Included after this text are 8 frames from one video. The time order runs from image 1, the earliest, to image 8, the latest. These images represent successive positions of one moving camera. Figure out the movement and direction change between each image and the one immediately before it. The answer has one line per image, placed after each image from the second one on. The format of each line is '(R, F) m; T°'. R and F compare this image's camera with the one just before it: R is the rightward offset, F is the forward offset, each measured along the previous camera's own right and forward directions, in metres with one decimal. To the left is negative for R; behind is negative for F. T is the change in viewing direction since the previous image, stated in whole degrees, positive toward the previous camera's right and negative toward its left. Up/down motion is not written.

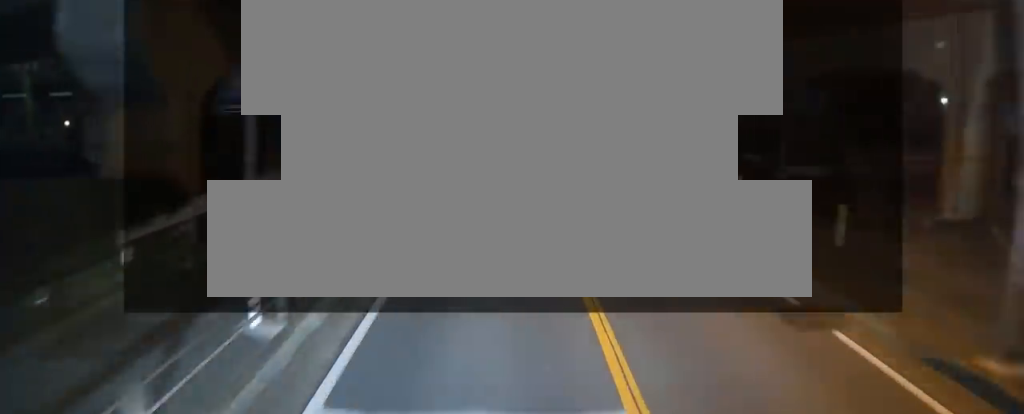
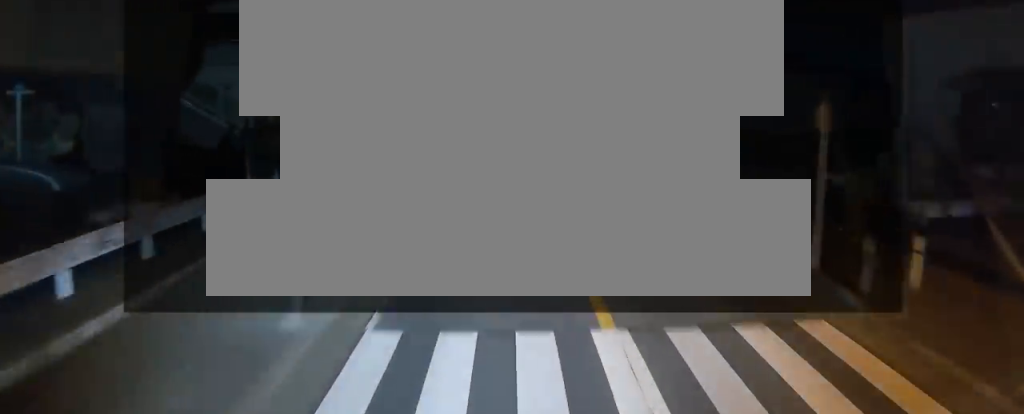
(0.0, +7.3) m; 0°
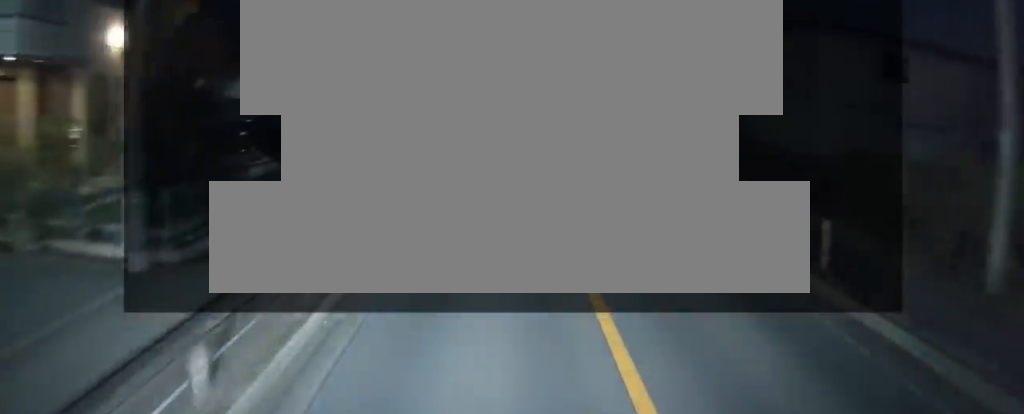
(-0.2, +14.0) m; +1°
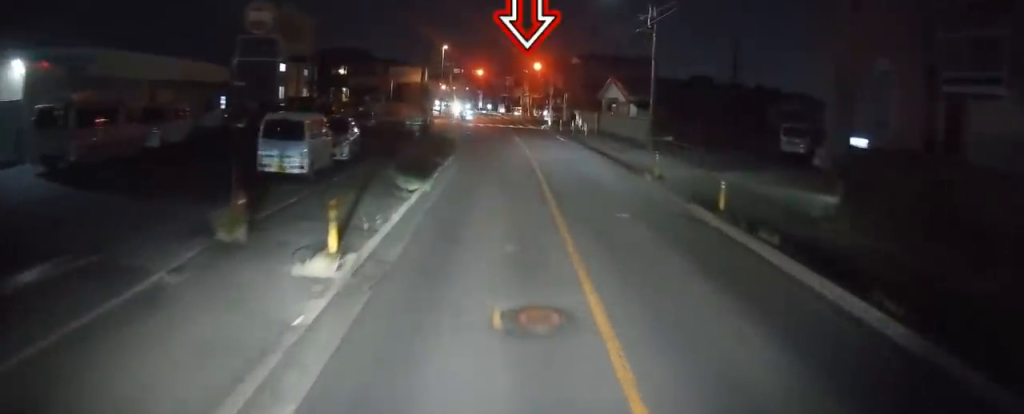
(+0.3, +18.9) m; 0°
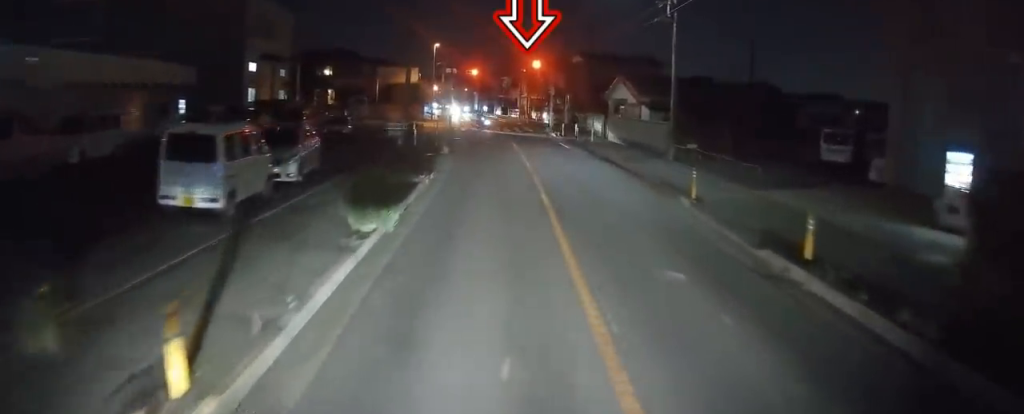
(-0.1, +4.6) m; -1°
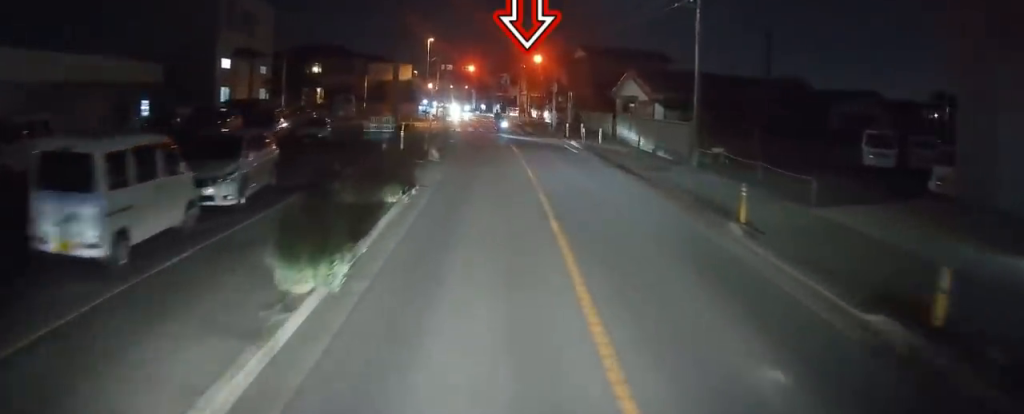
(+0.3, +3.8) m; -1°
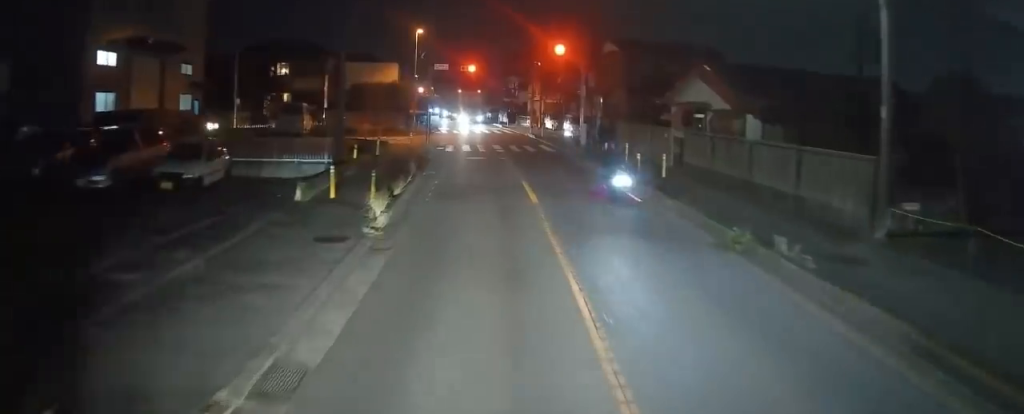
(-0.5, +12.8) m; -1°
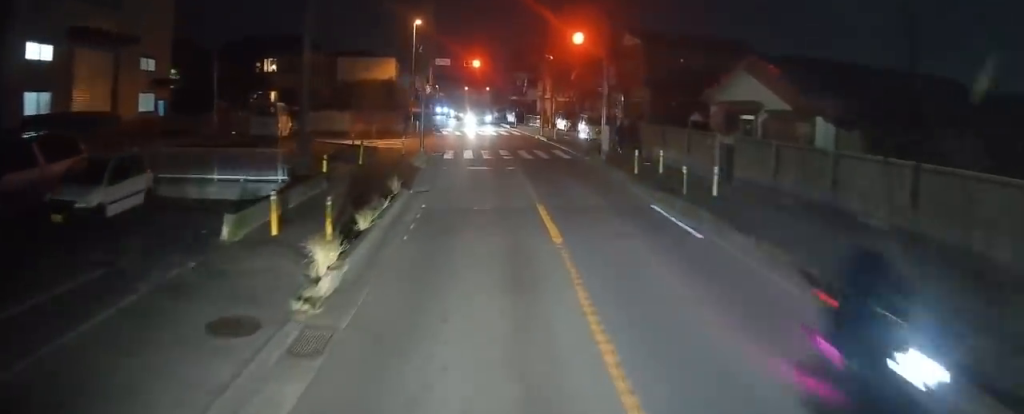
(+0.2, +4.4) m; +2°
